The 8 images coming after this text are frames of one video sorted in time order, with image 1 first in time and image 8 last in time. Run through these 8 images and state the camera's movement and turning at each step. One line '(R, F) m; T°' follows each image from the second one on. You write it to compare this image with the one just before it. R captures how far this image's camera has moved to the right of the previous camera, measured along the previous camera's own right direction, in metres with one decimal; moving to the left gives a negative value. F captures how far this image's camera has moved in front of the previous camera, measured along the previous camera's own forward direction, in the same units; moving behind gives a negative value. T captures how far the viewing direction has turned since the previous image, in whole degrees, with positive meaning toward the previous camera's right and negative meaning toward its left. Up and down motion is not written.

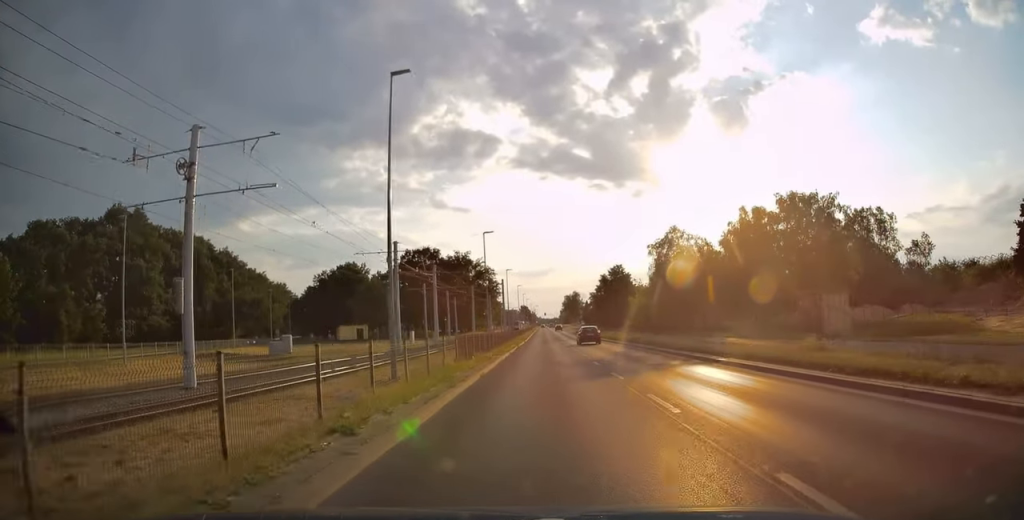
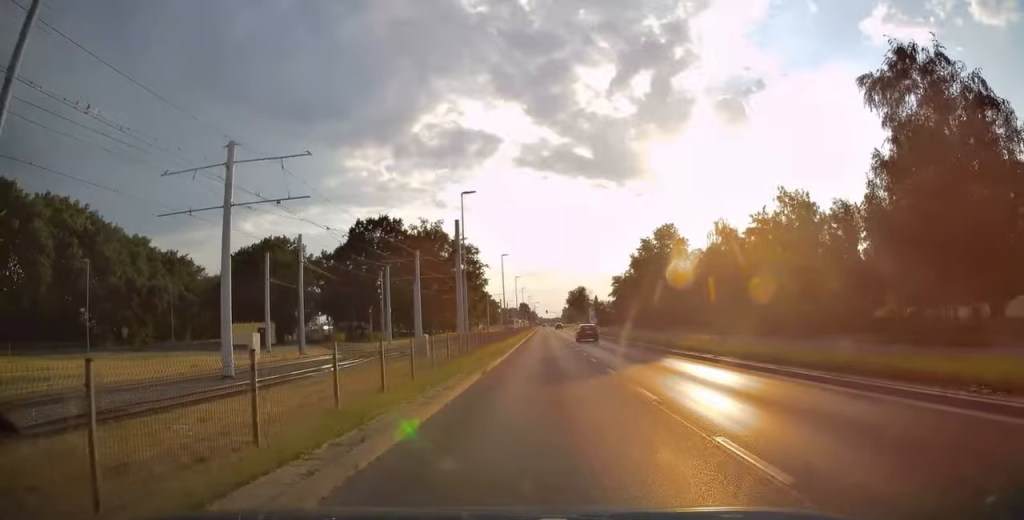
(+0.3, +40.8) m; 0°
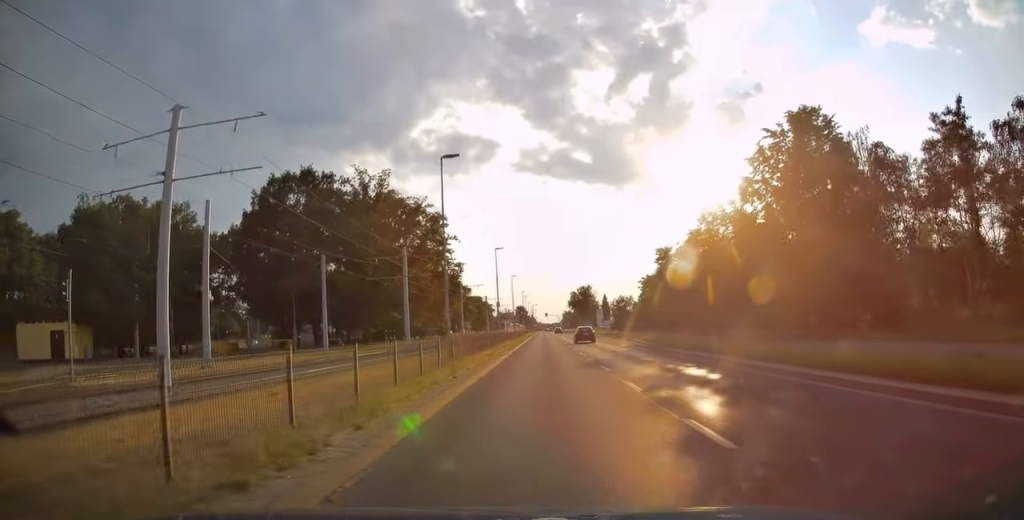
(-0.4, +35.2) m; 0°
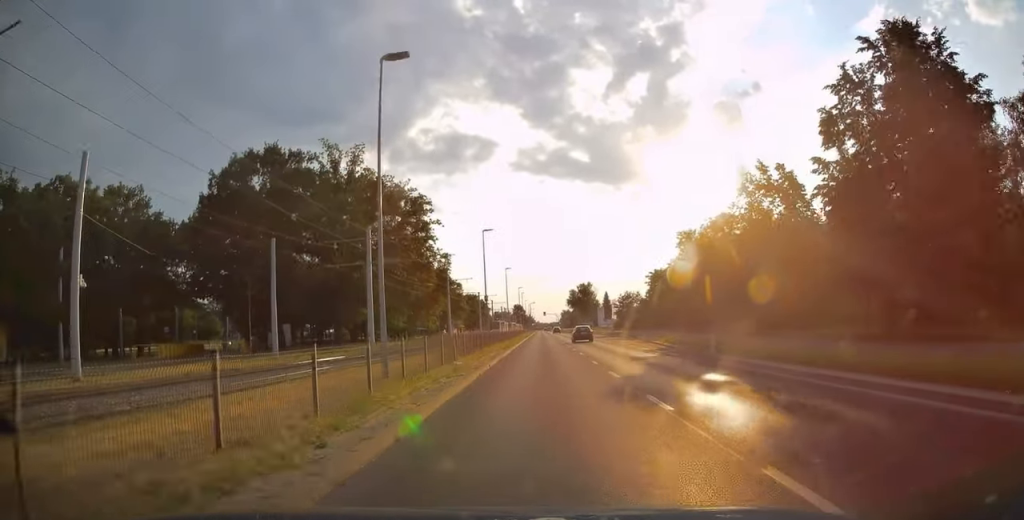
(-0.1, +9.4) m; +1°
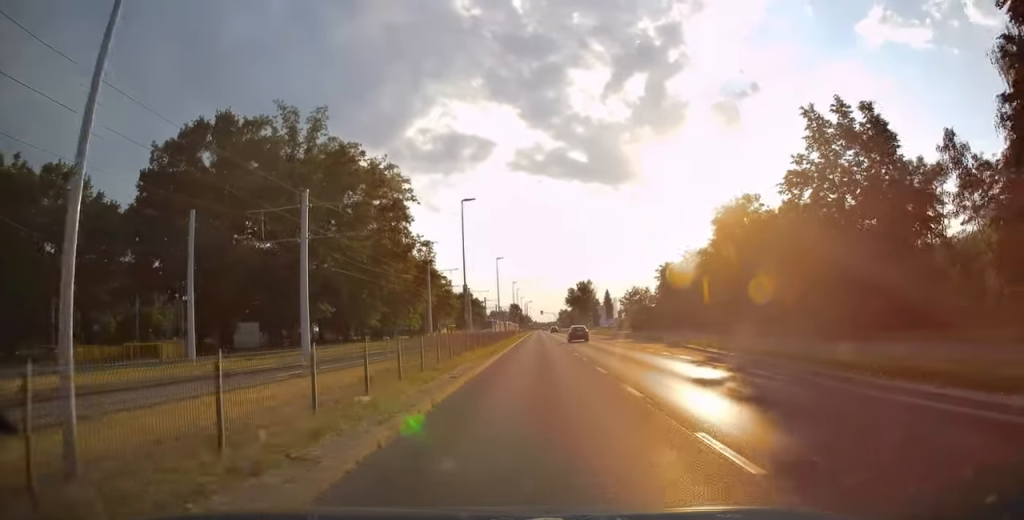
(0.0, +10.1) m; +1°
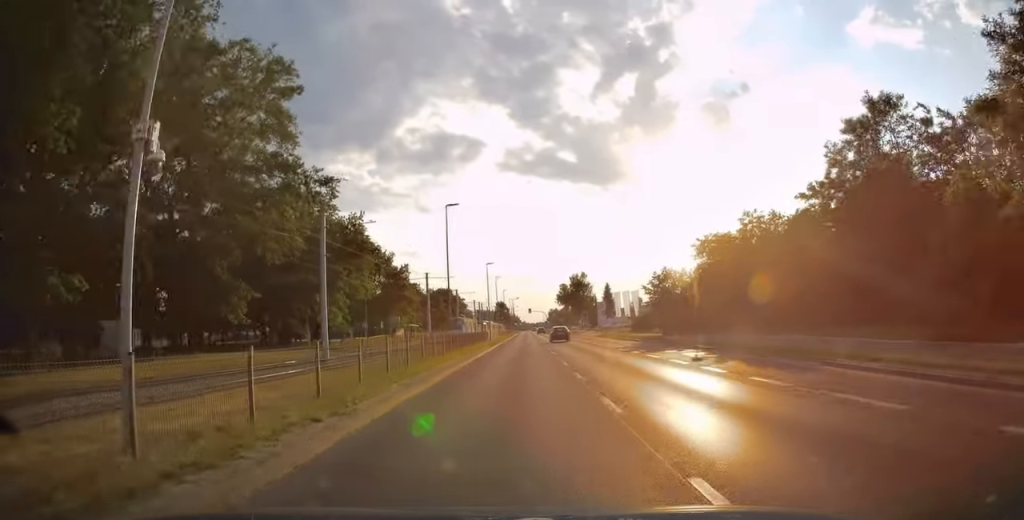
(+0.5, +26.5) m; +1°
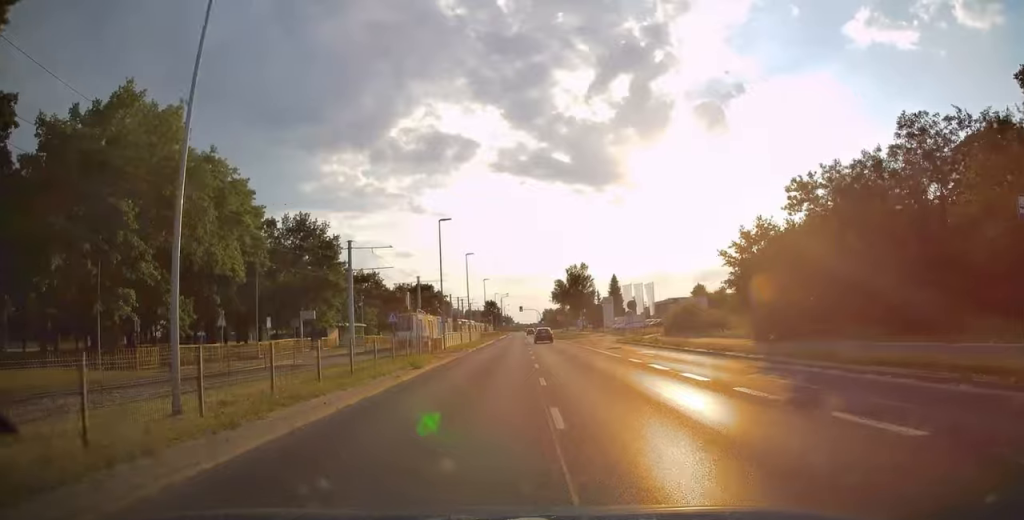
(0.0, +25.4) m; 0°
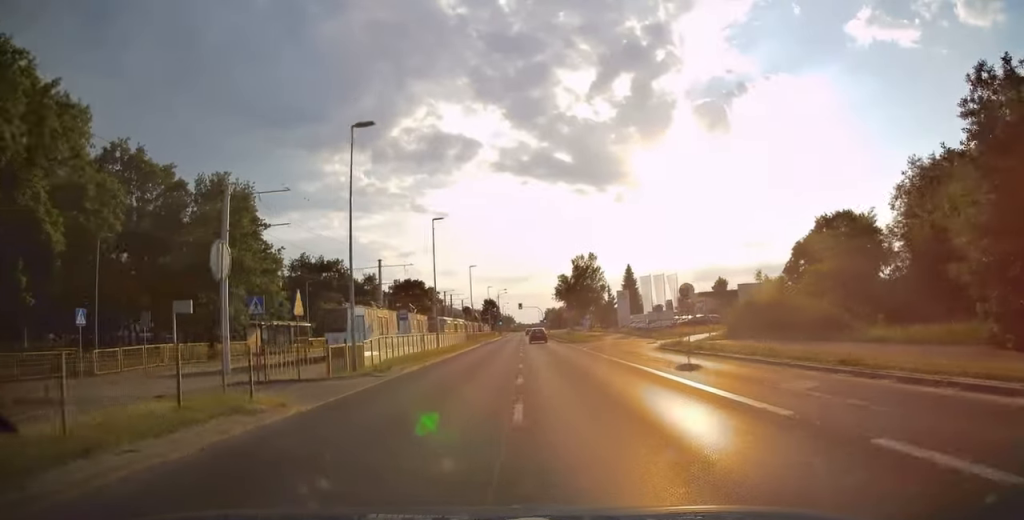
(0.0, +17.8) m; 0°
